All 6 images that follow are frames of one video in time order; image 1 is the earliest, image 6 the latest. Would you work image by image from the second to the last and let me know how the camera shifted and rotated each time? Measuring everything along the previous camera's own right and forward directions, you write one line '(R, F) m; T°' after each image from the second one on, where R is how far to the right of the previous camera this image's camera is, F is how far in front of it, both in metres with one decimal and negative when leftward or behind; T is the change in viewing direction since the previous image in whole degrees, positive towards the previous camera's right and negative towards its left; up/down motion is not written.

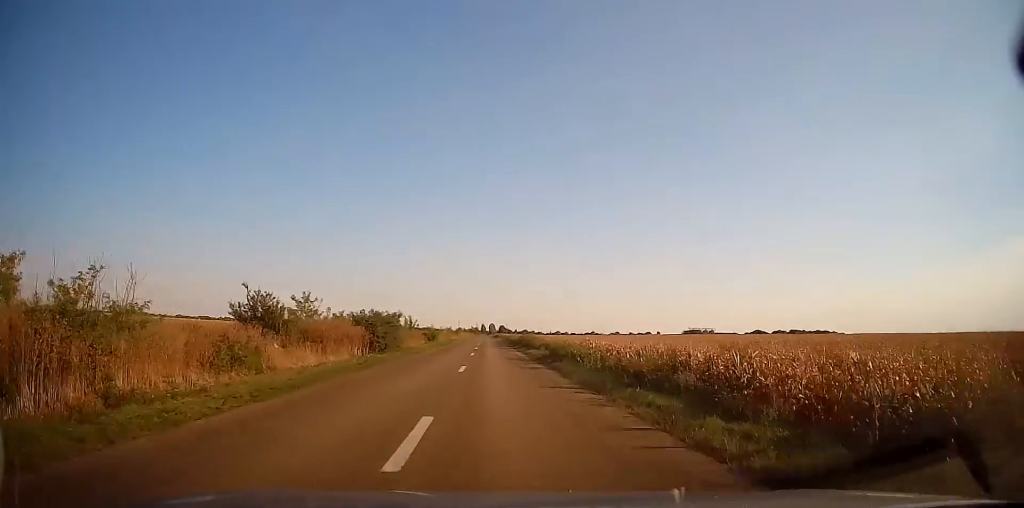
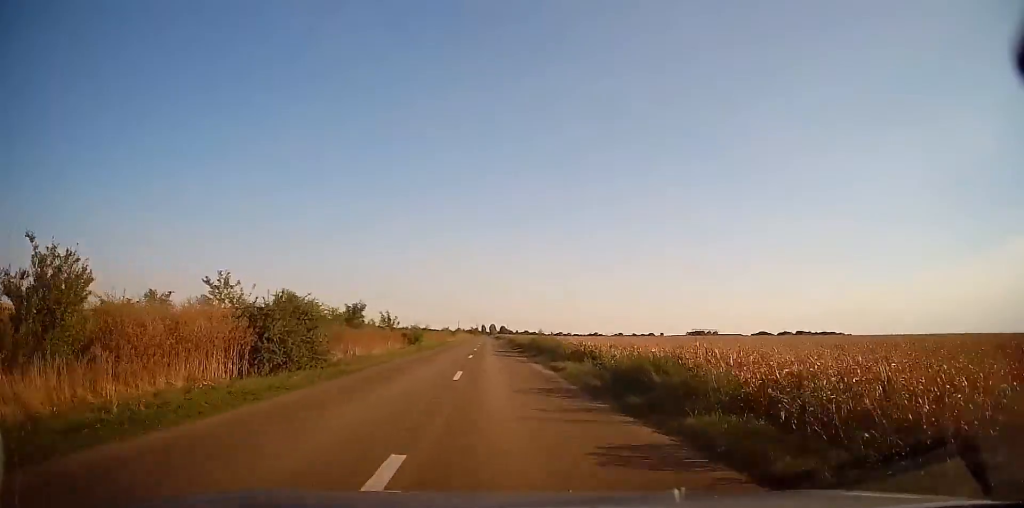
(-0.1, +14.3) m; 0°
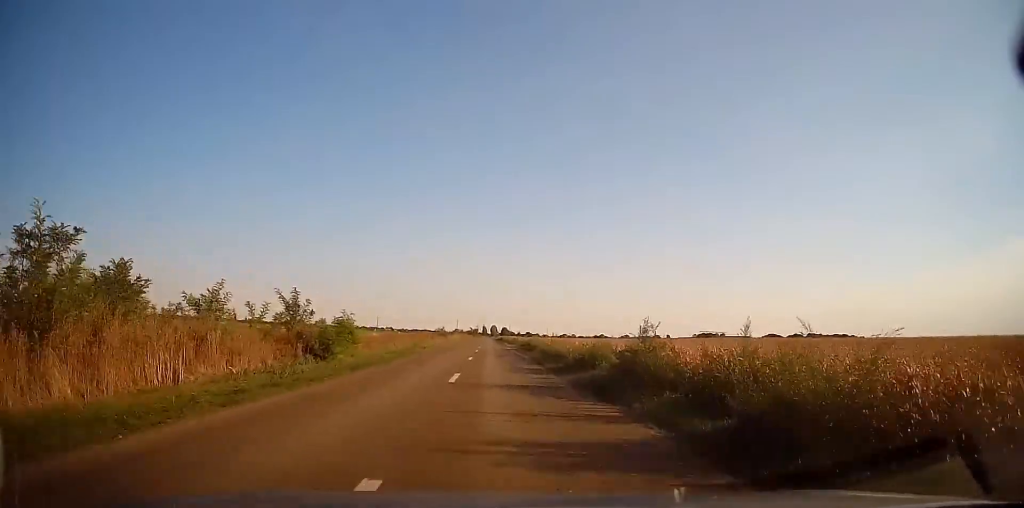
(+0.3, +25.1) m; 0°
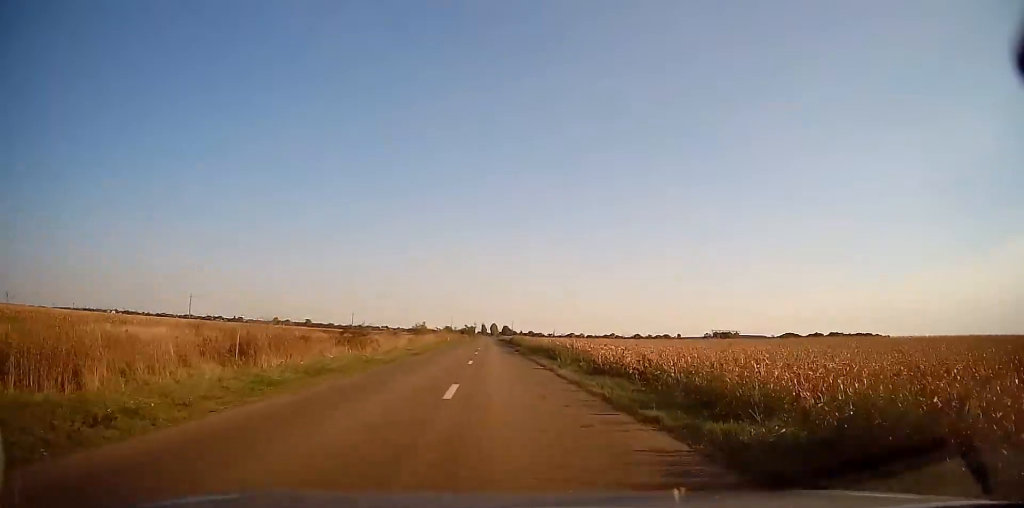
(-0.6, +52.6) m; -1°
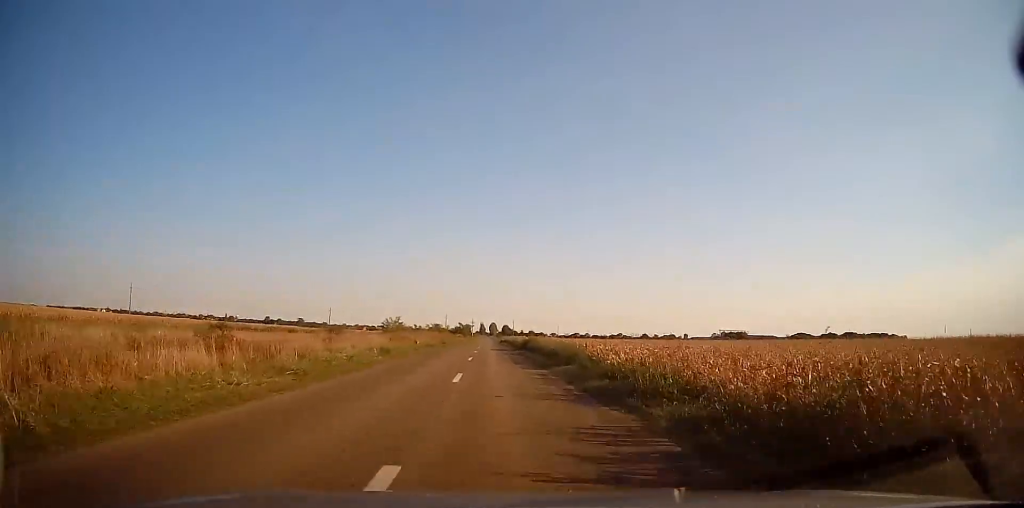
(0.0, +33.6) m; 0°
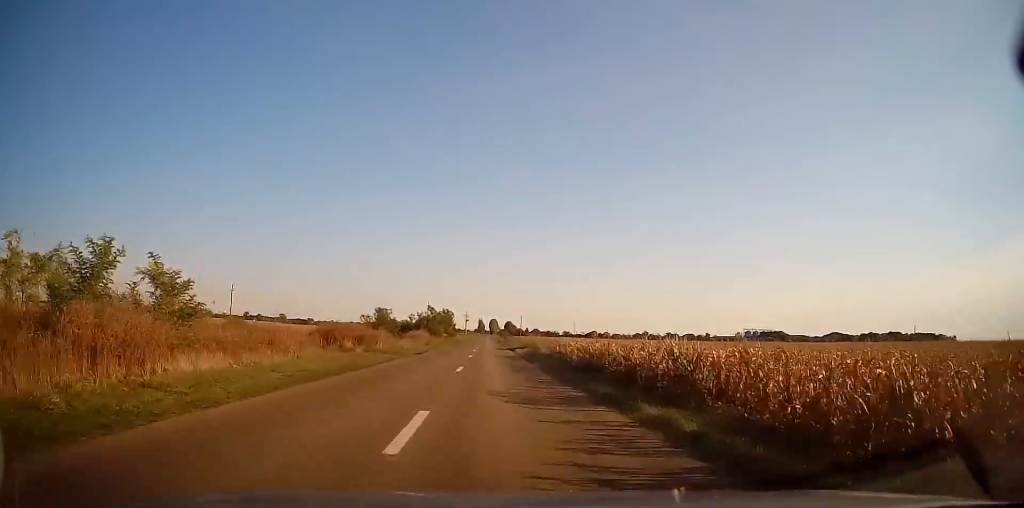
(0.0, +79.7) m; 0°
